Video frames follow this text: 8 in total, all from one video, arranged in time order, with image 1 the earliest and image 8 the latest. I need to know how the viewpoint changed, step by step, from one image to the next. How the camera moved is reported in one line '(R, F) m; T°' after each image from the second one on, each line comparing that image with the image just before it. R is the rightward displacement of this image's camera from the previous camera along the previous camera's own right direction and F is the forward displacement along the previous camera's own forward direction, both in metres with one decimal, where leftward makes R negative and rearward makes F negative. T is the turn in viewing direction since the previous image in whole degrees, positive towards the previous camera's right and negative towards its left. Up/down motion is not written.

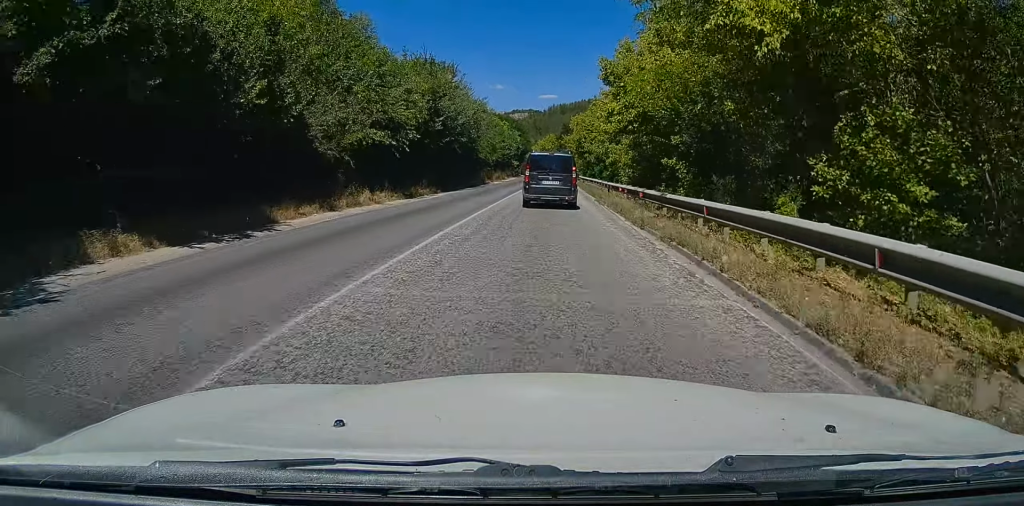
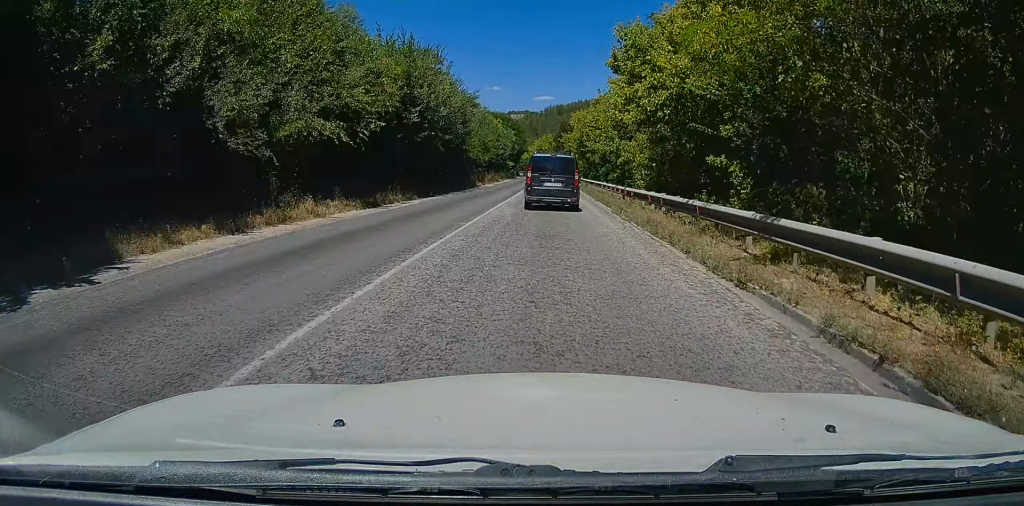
(+0.1, +6.9) m; +1°
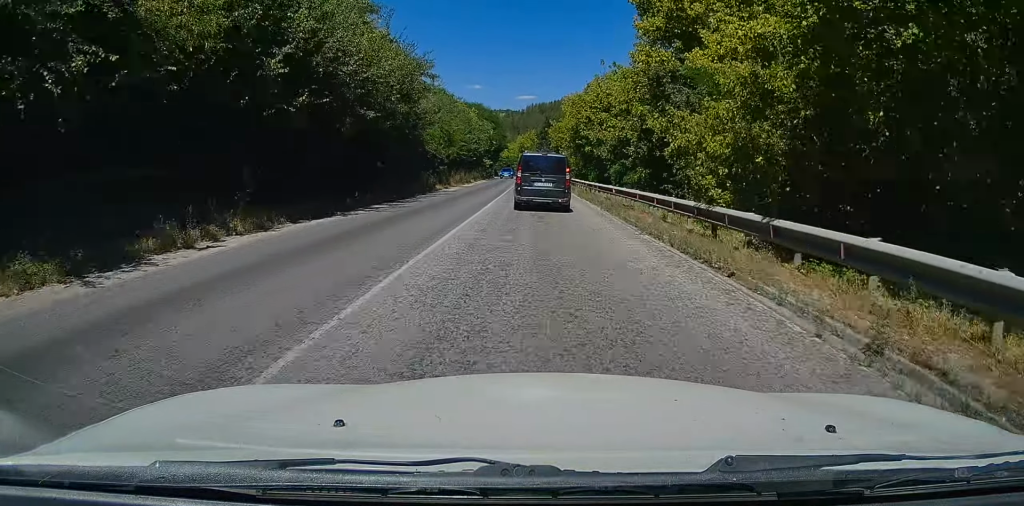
(+0.2, +15.7) m; +1°
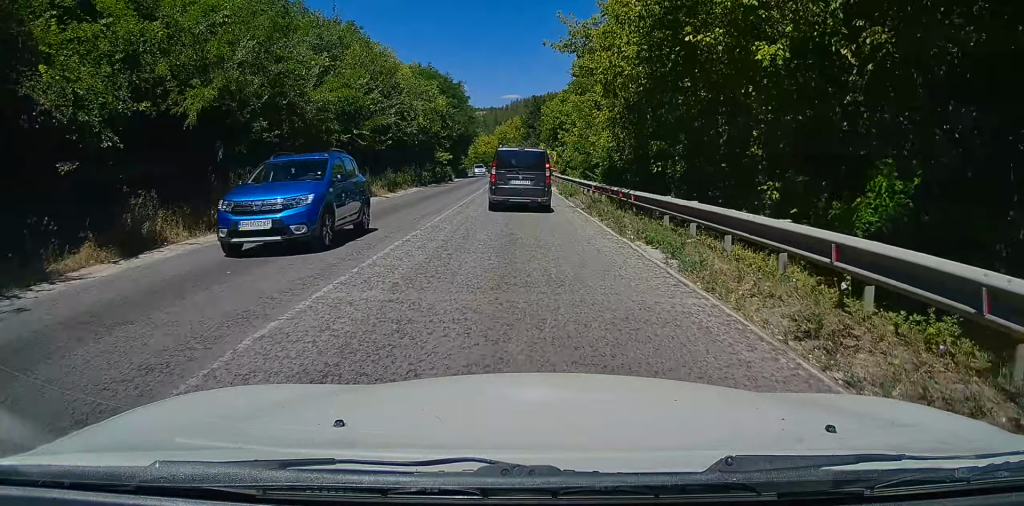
(+0.2, +35.8) m; 0°
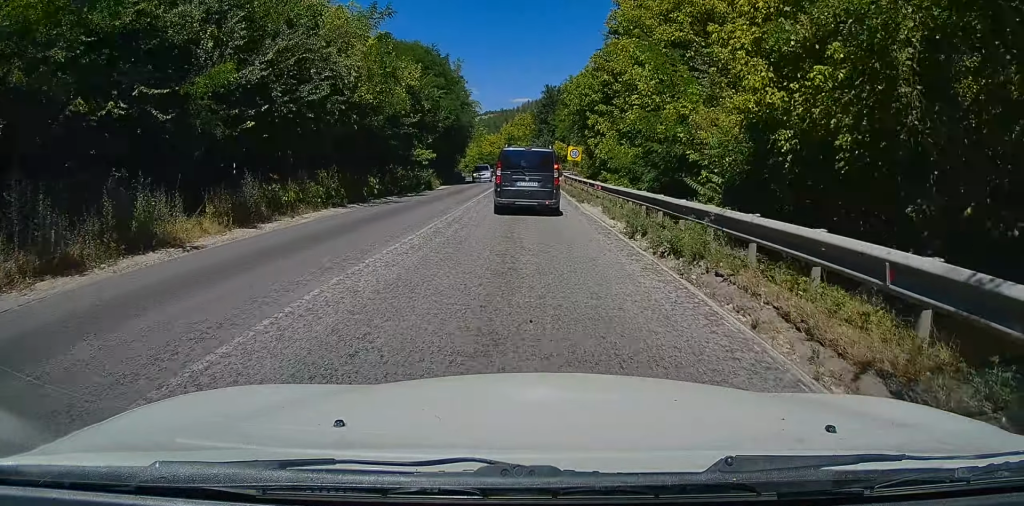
(-0.1, +18.4) m; 0°
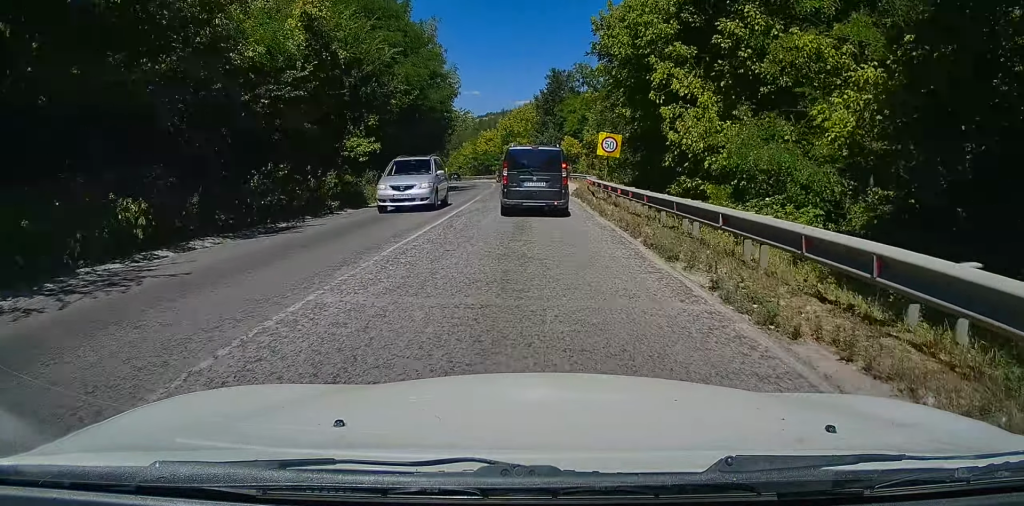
(0.0, +17.9) m; 0°
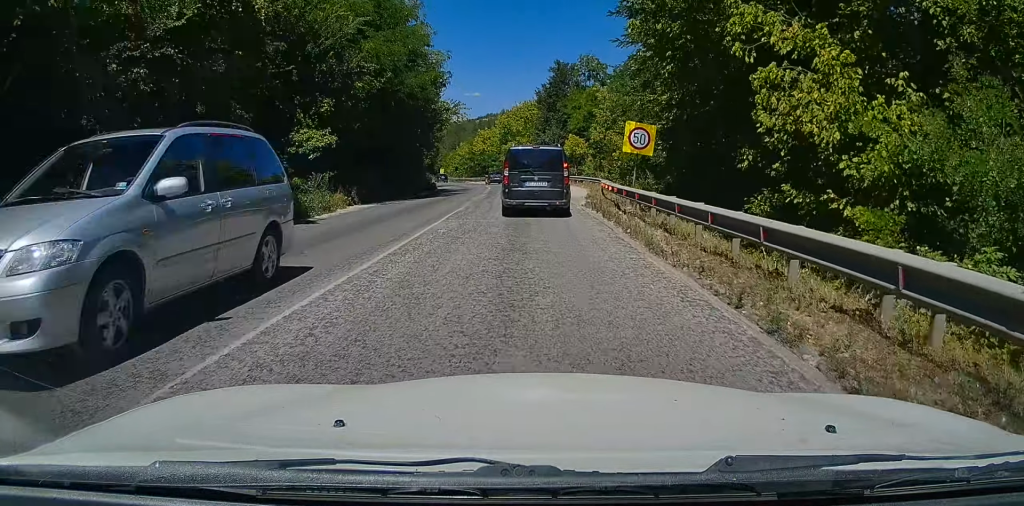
(+0.1, +6.8) m; 0°
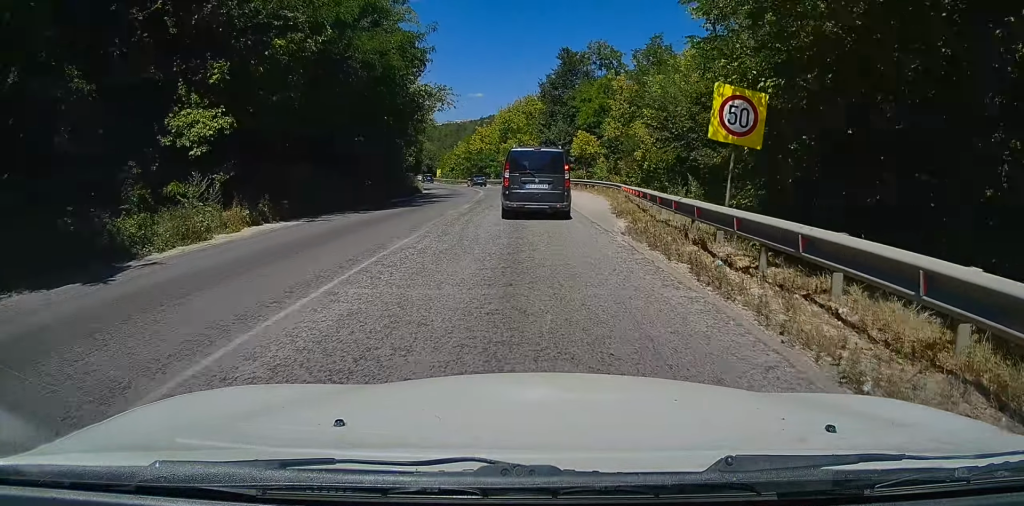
(-0.1, +8.4) m; -1°
